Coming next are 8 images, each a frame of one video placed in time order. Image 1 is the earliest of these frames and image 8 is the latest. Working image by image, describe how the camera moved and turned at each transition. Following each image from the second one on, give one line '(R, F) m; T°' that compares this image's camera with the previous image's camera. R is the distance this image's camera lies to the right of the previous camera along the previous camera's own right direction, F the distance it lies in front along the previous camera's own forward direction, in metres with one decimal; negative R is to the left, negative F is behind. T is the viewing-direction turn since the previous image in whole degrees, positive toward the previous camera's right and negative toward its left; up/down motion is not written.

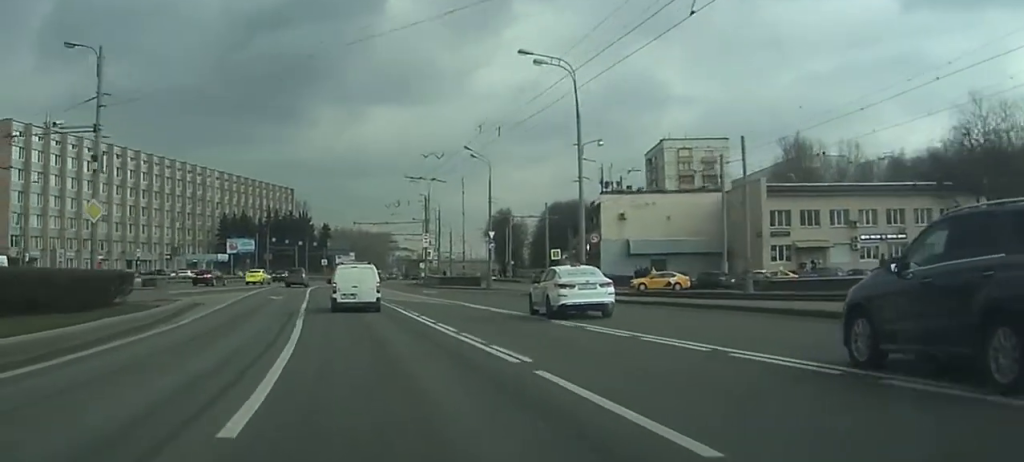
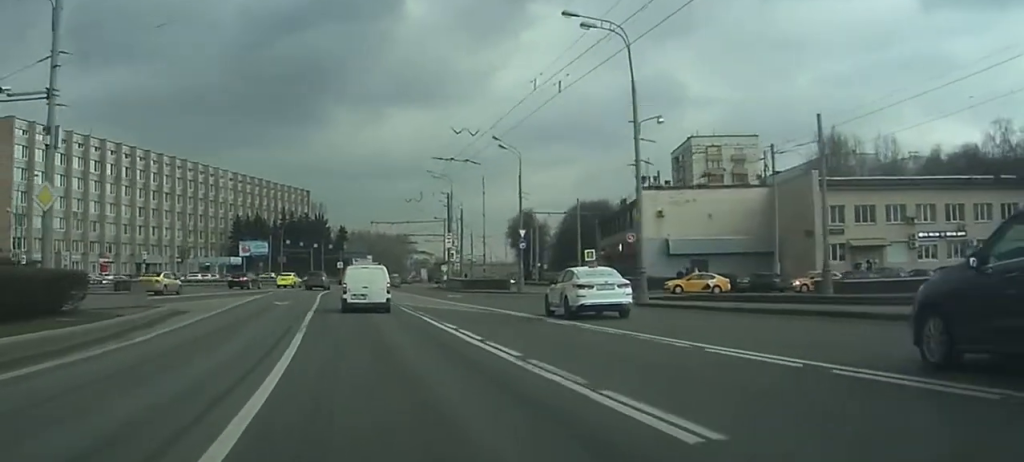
(0.0, +6.8) m; -1°
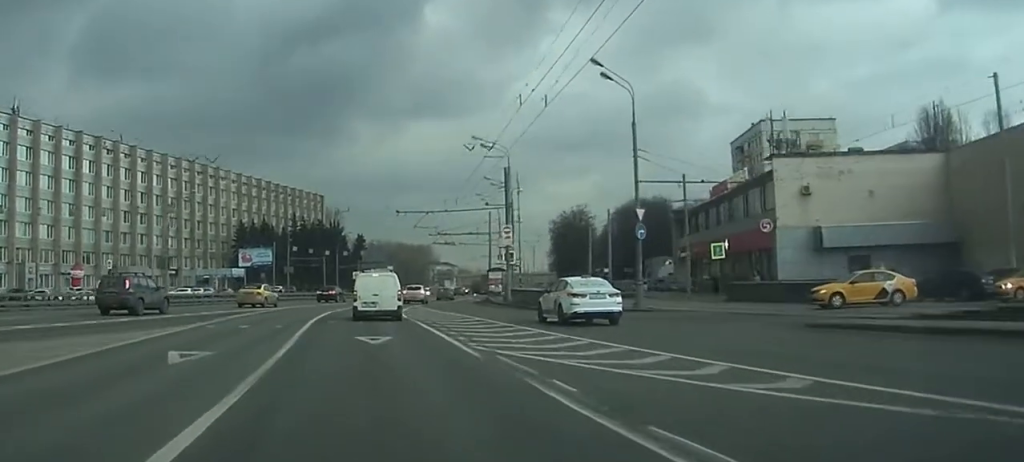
(-0.5, +26.1) m; -2°
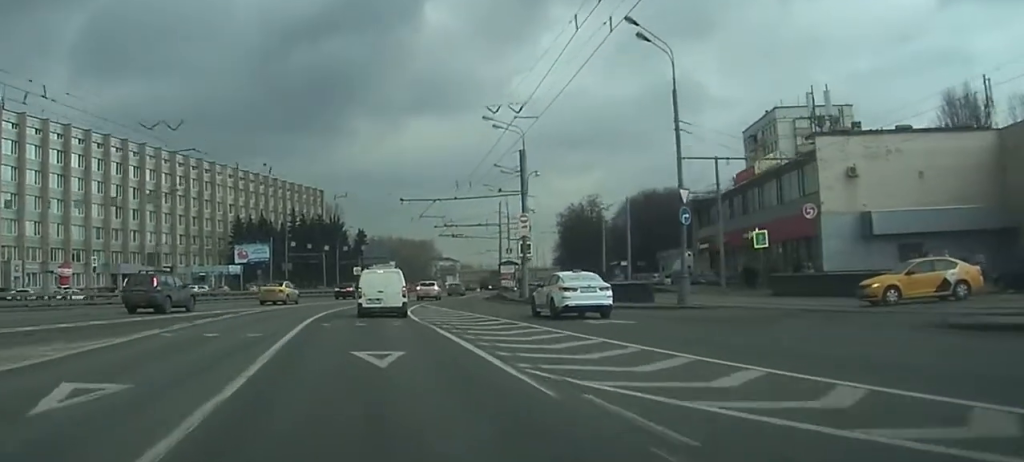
(0.0, +6.2) m; 0°
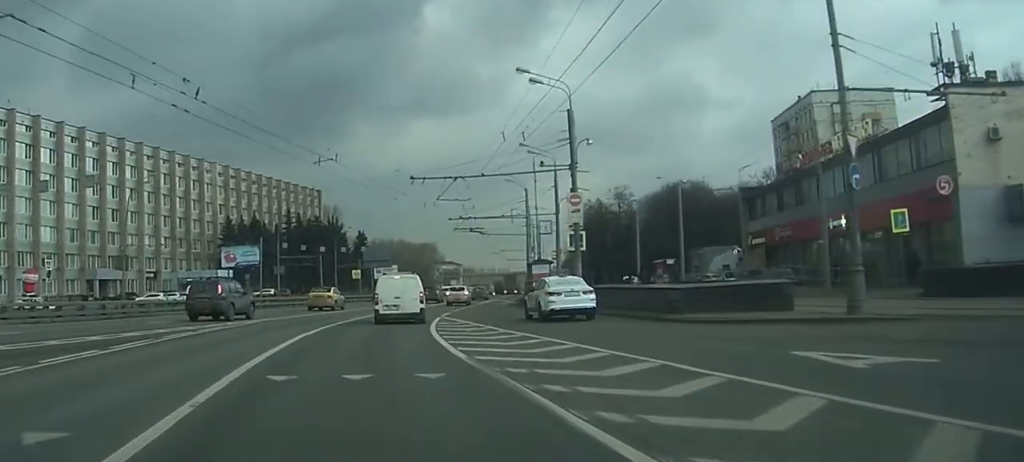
(0.0, +14.1) m; +1°
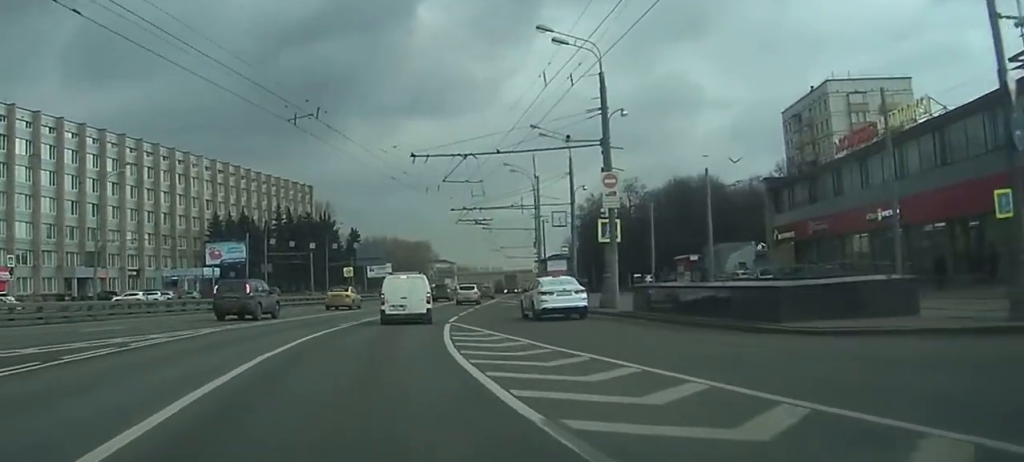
(0.0, +7.4) m; 0°
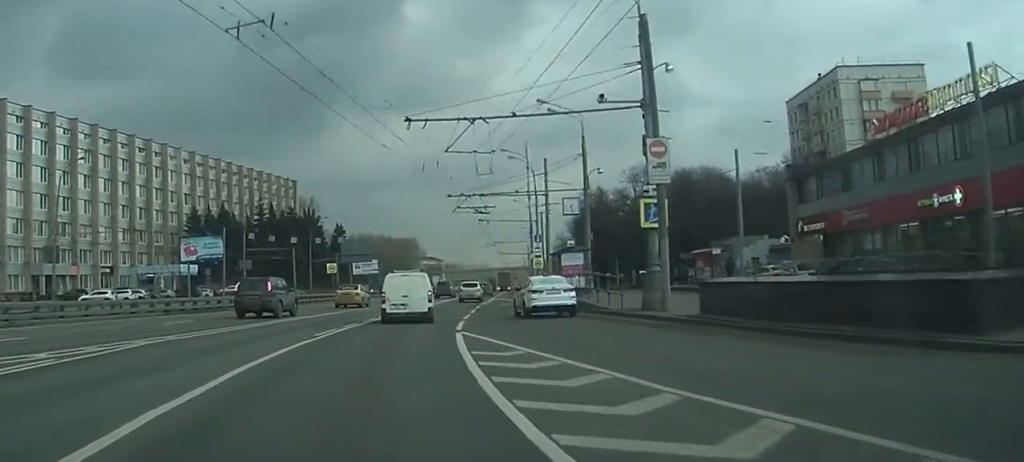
(+0.1, +7.6) m; +1°
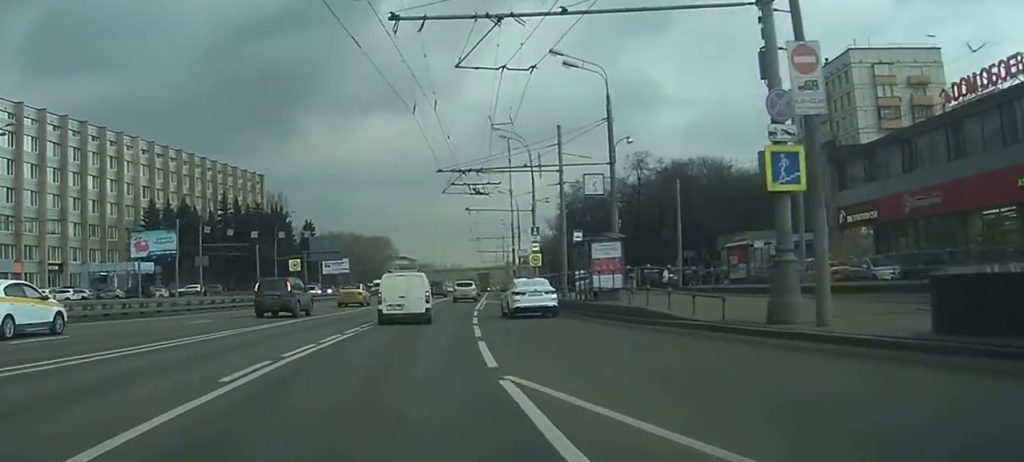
(+0.1, +11.6) m; +2°
